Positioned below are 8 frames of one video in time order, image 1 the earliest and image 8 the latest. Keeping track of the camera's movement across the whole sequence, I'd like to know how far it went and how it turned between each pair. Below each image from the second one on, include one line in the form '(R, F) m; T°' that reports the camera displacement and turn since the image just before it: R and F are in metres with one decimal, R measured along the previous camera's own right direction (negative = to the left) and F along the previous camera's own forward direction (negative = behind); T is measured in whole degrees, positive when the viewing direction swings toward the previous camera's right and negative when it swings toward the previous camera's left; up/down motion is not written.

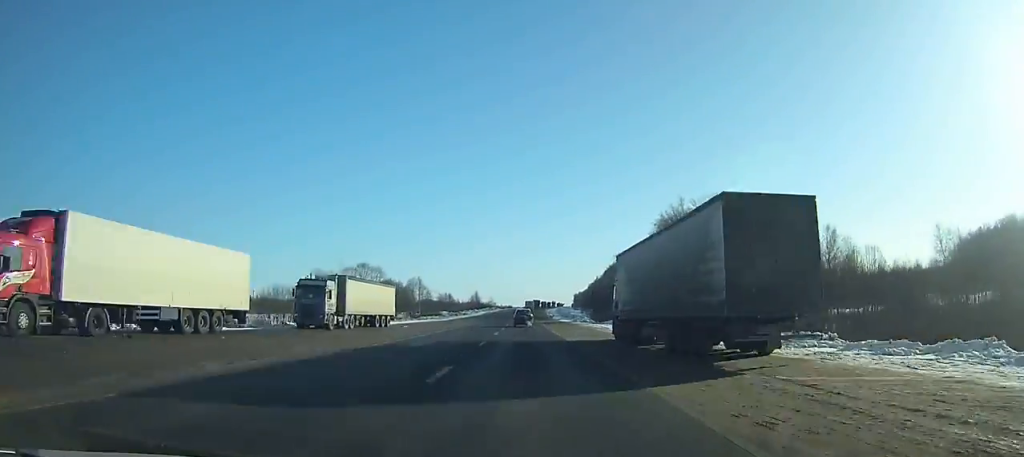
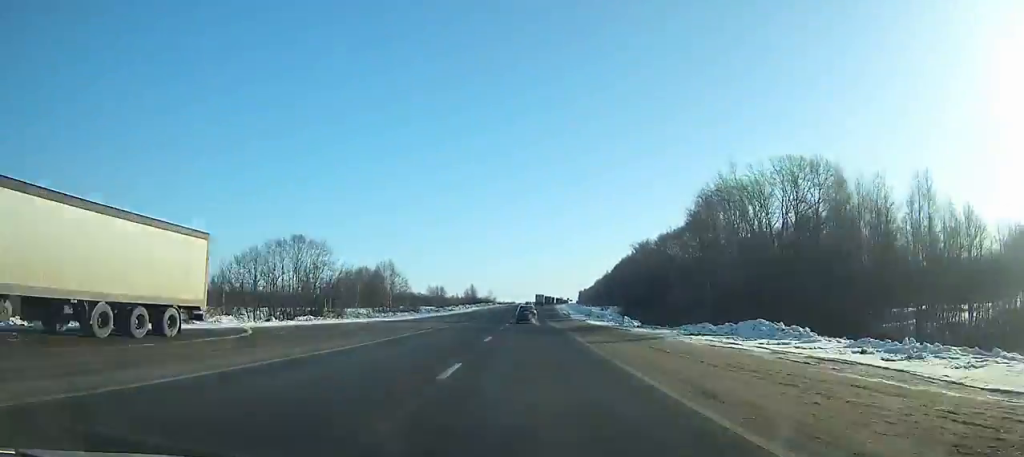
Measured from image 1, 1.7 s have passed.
(-0.4, +35.5) m; 0°
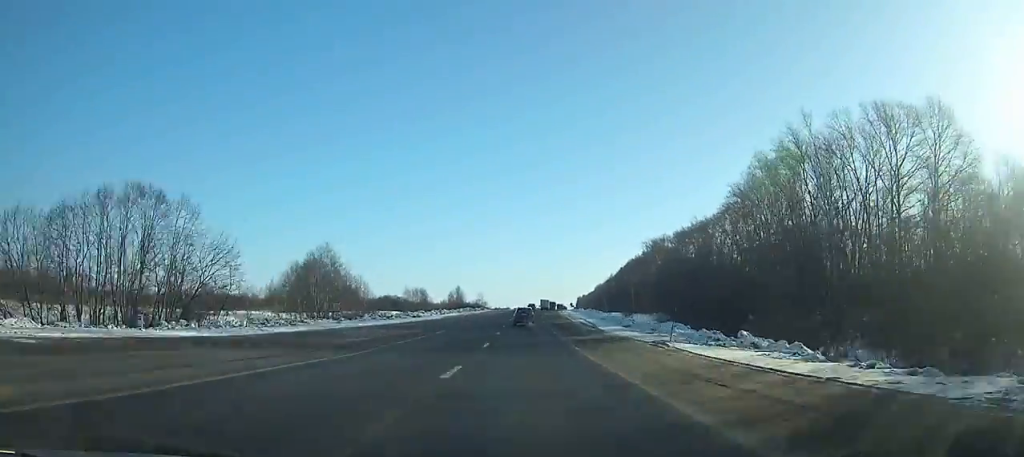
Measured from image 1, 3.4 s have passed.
(-0.1, +35.6) m; 0°
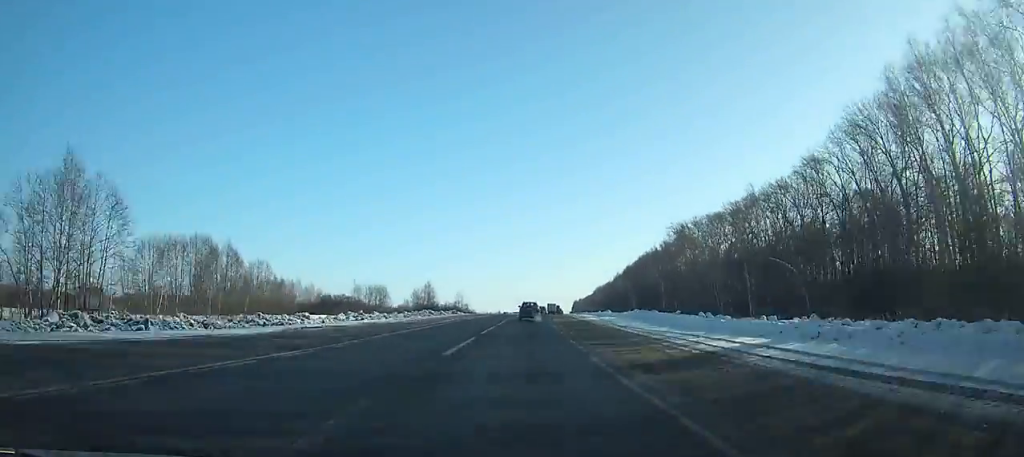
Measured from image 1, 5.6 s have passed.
(-0.1, +46.4) m; +1°
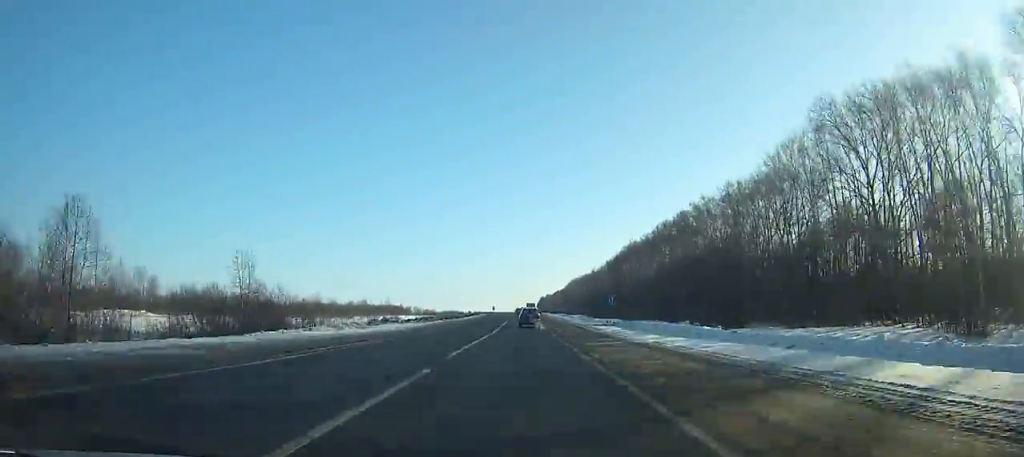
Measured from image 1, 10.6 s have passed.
(+3.2, +108.3) m; +3°
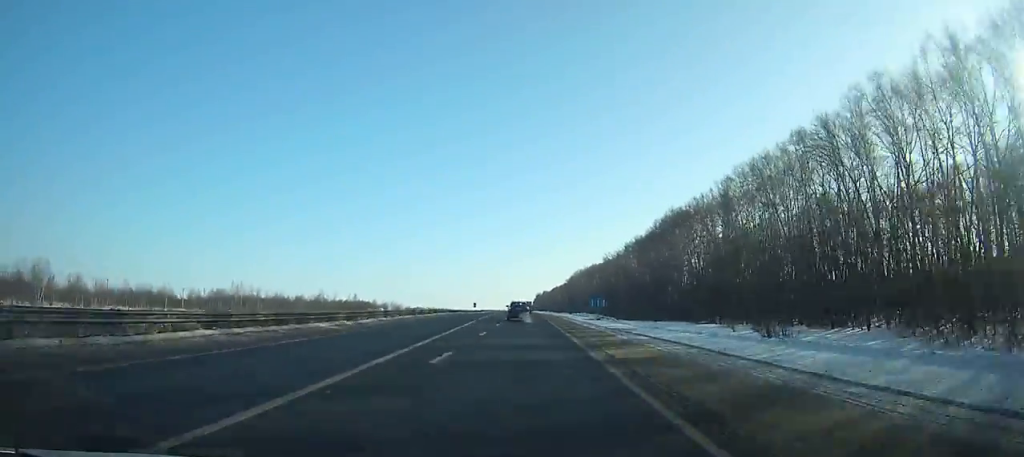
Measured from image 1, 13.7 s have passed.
(+1.0, +69.8) m; +1°
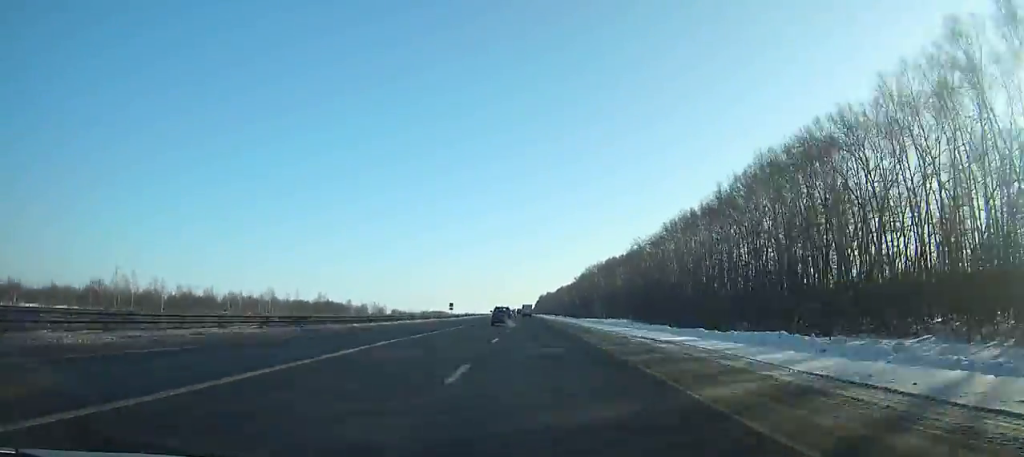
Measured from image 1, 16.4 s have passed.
(0.0, +62.9) m; 0°
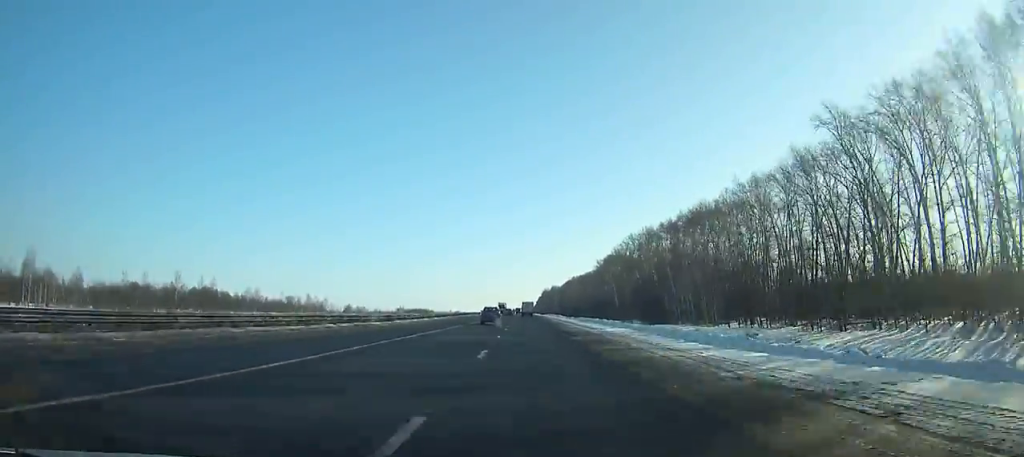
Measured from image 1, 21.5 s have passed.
(+0.3, +124.8) m; 0°
